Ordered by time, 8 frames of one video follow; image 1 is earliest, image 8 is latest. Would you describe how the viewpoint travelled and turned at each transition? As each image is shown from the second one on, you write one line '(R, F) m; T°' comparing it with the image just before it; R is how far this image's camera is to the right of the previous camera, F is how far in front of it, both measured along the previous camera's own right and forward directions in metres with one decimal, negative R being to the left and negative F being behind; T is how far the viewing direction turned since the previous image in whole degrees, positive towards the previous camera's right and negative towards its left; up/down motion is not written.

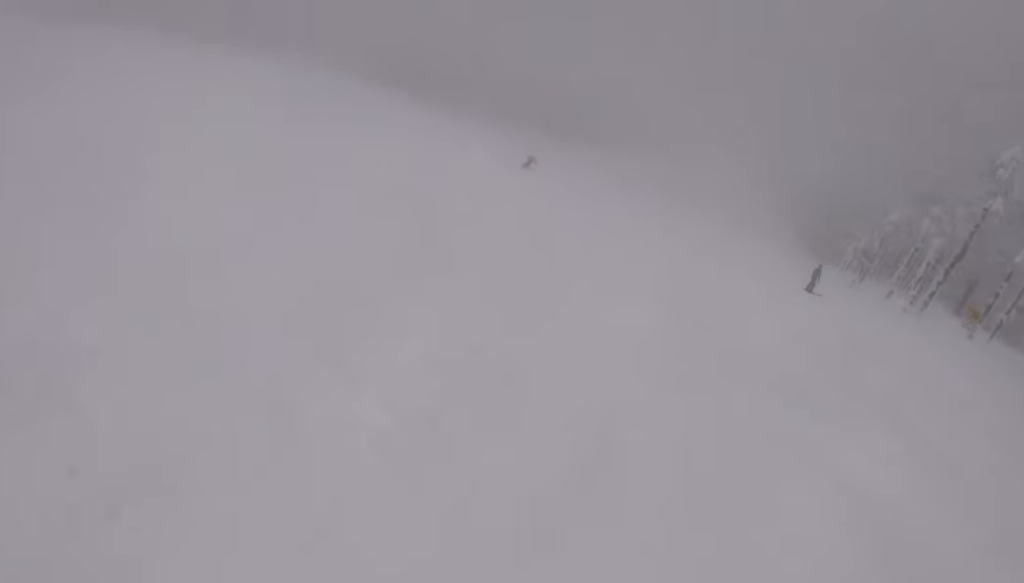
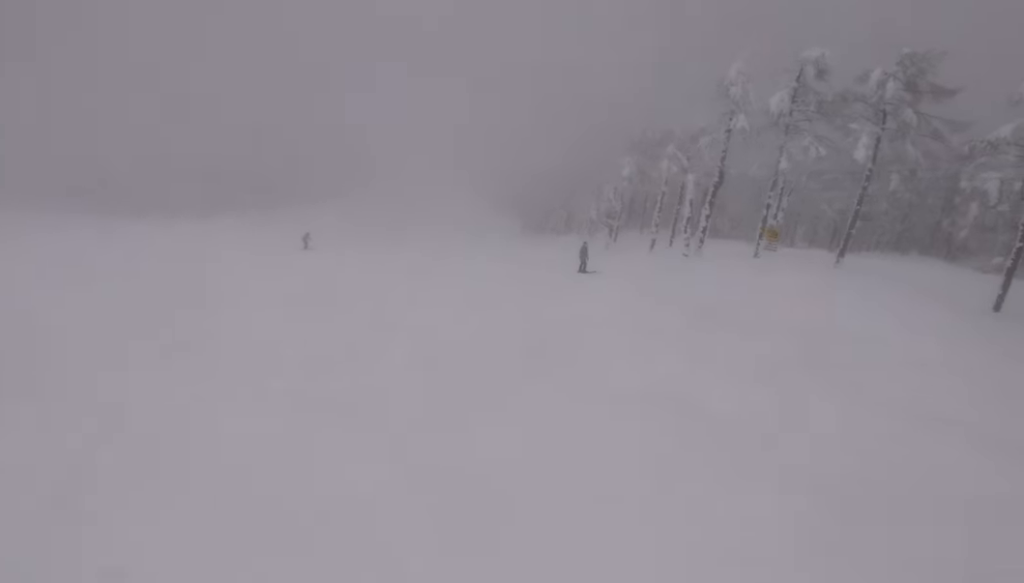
(-0.4, +4.8) m; -11°
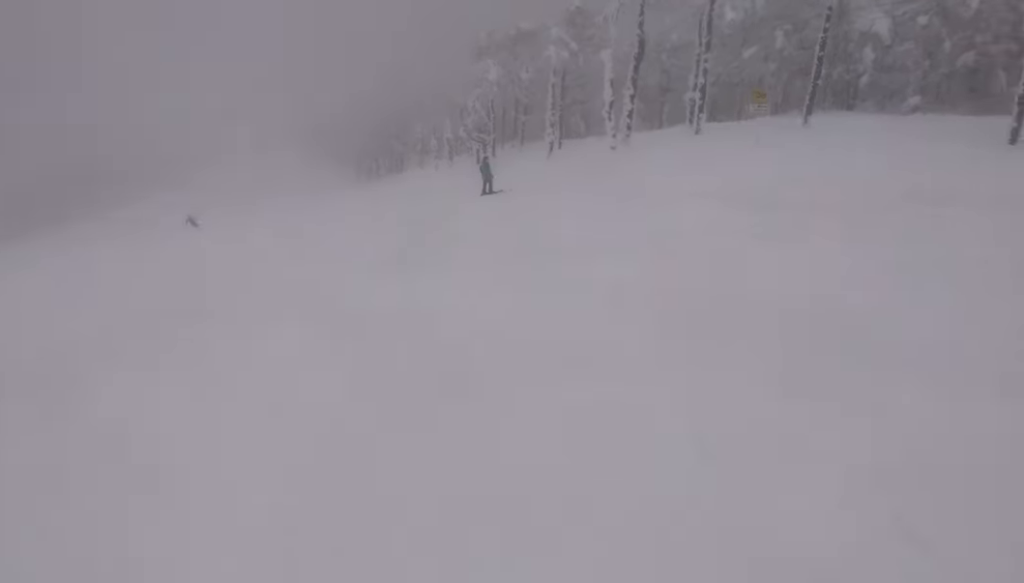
(-0.2, +6.2) m; +18°
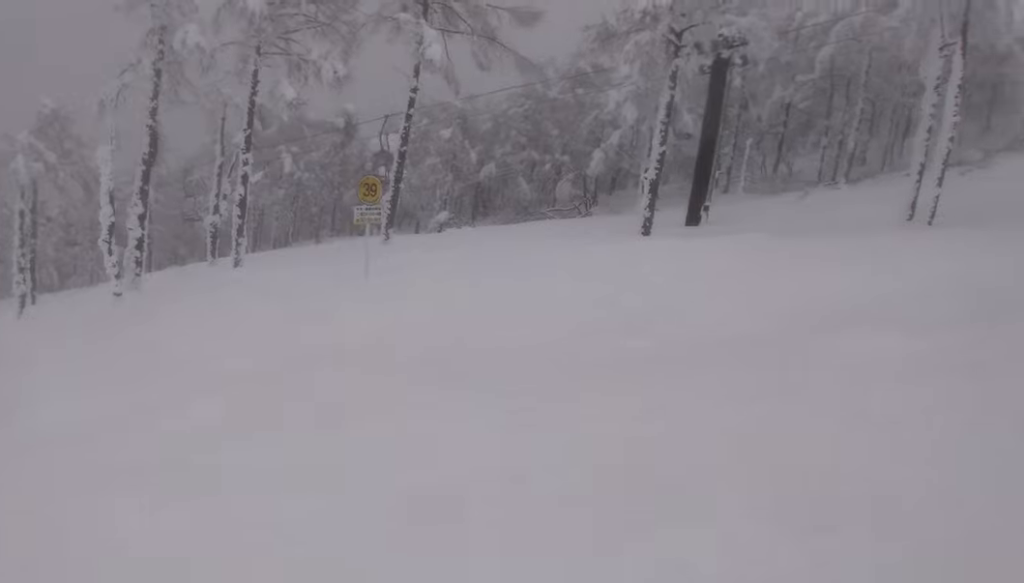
(+2.7, +6.7) m; +40°
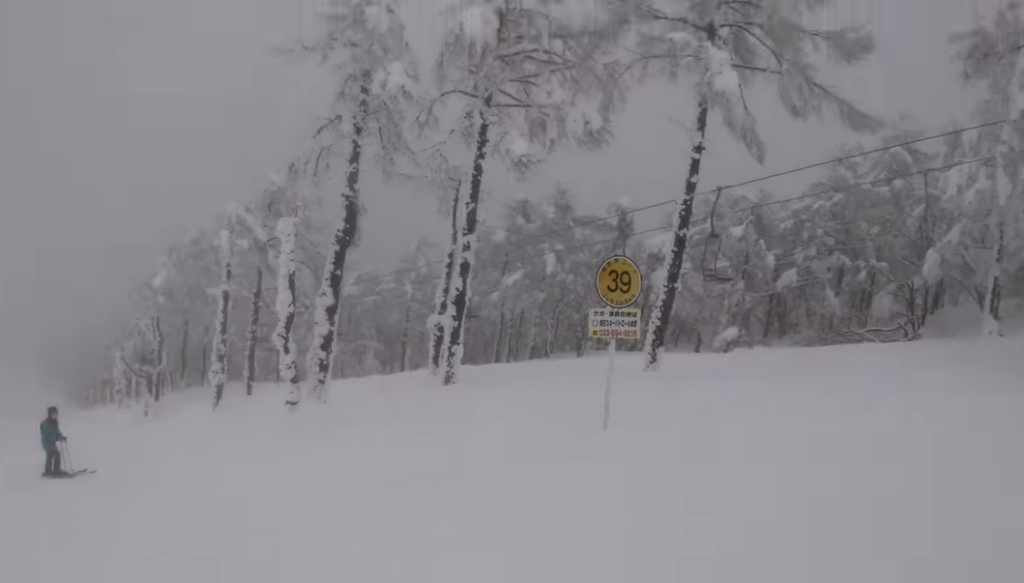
(+0.9, +5.6) m; -2°
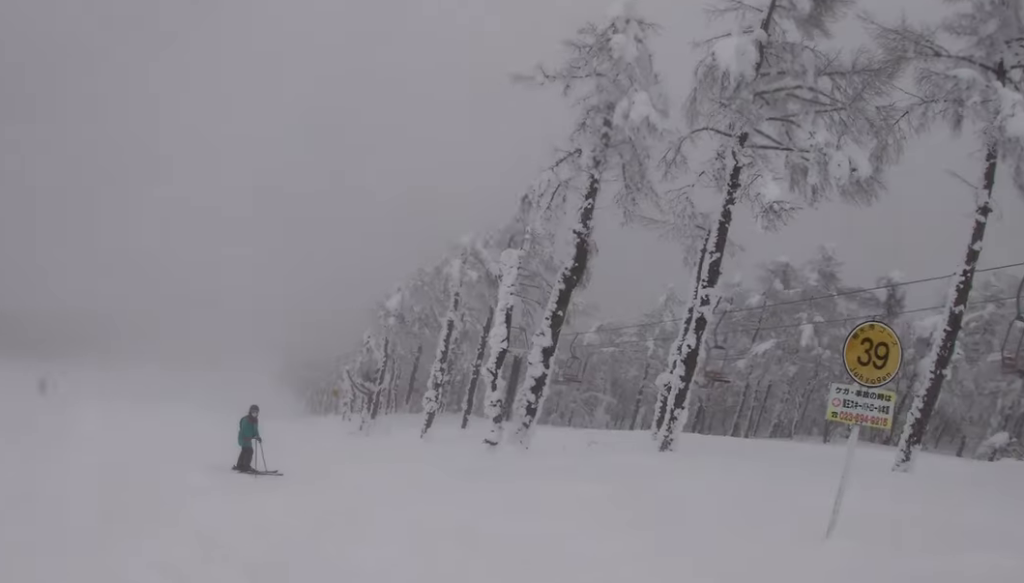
(+0.4, +1.9) m; -14°
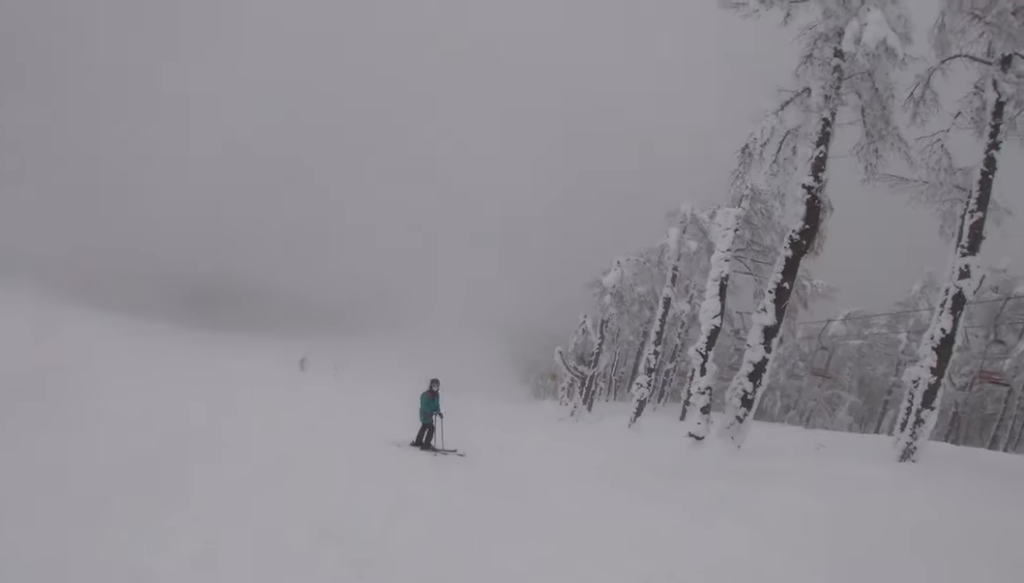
(-0.7, +1.7) m; -30°
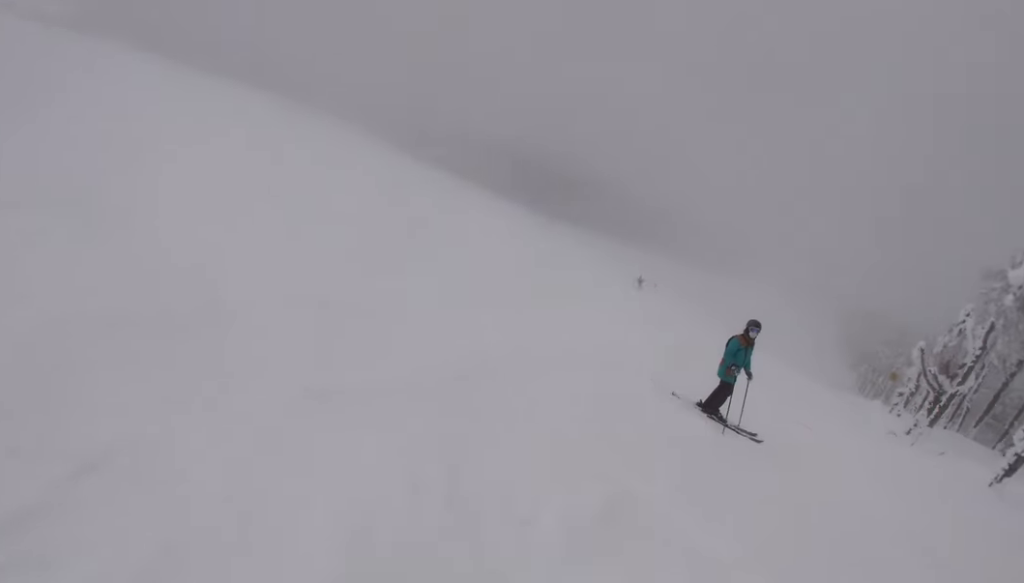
(-2.0, +3.2) m; -37°
